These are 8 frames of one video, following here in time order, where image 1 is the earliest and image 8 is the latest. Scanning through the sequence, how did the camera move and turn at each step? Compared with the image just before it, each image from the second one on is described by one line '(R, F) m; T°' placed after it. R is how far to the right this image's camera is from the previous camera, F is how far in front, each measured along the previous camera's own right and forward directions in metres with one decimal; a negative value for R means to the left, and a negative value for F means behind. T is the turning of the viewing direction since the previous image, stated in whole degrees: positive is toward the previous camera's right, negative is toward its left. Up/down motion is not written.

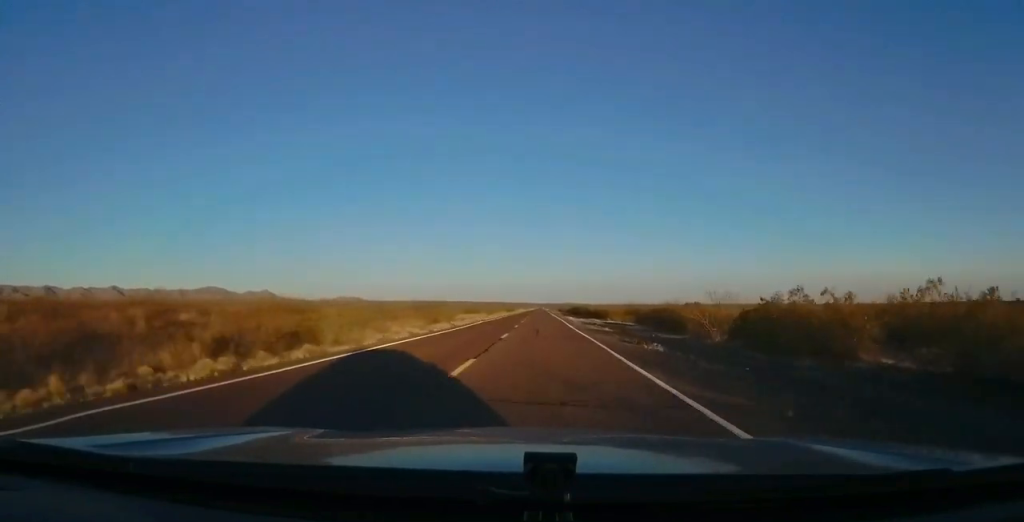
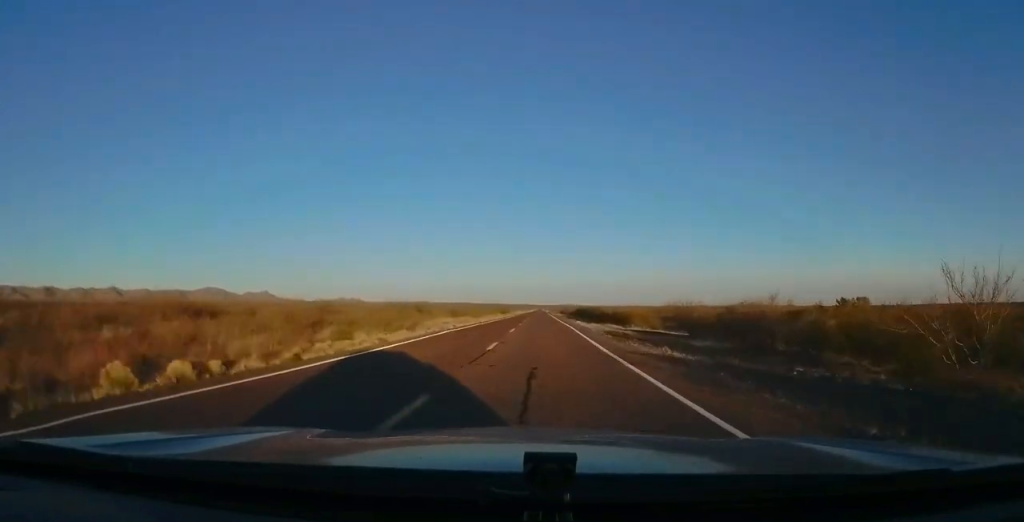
(-0.1, +17.5) m; 0°
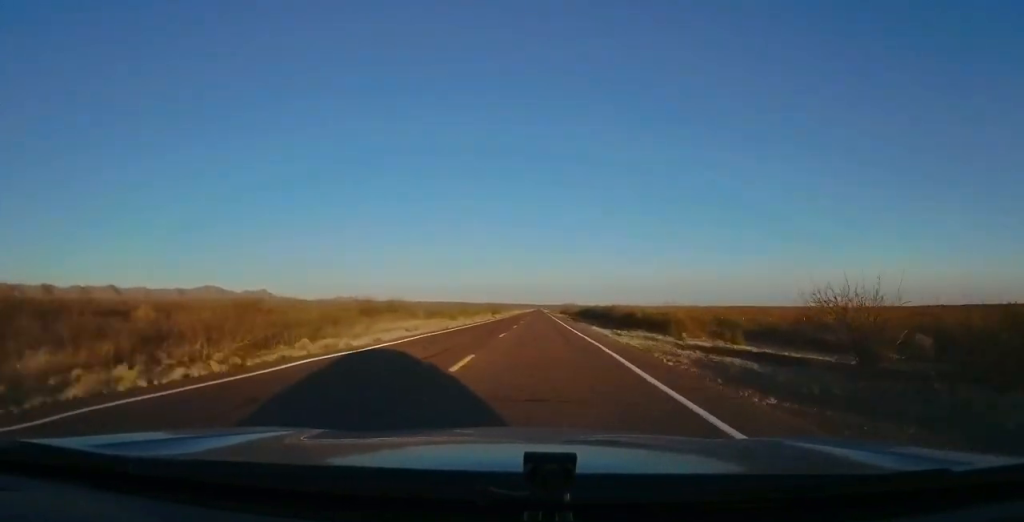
(0.0, +18.5) m; 0°
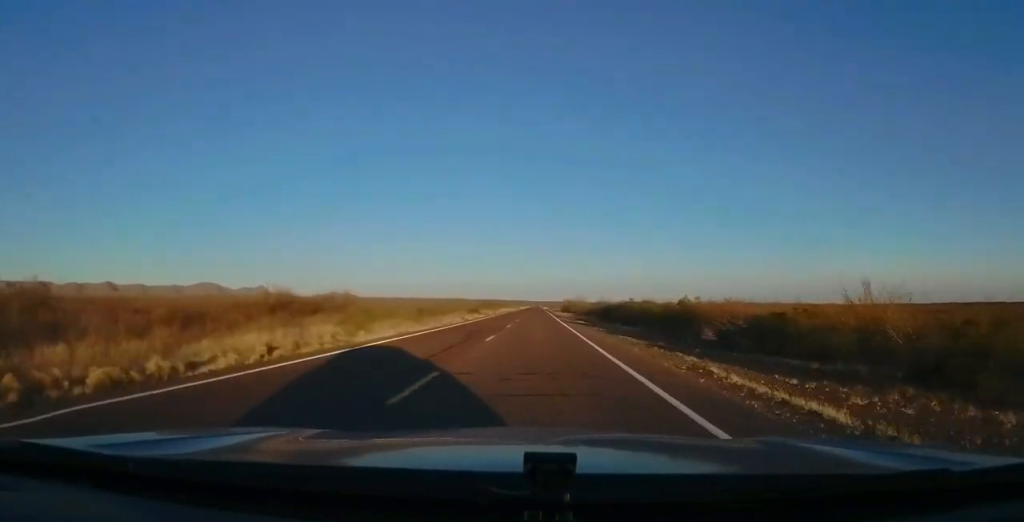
(0.0, +28.2) m; 0°
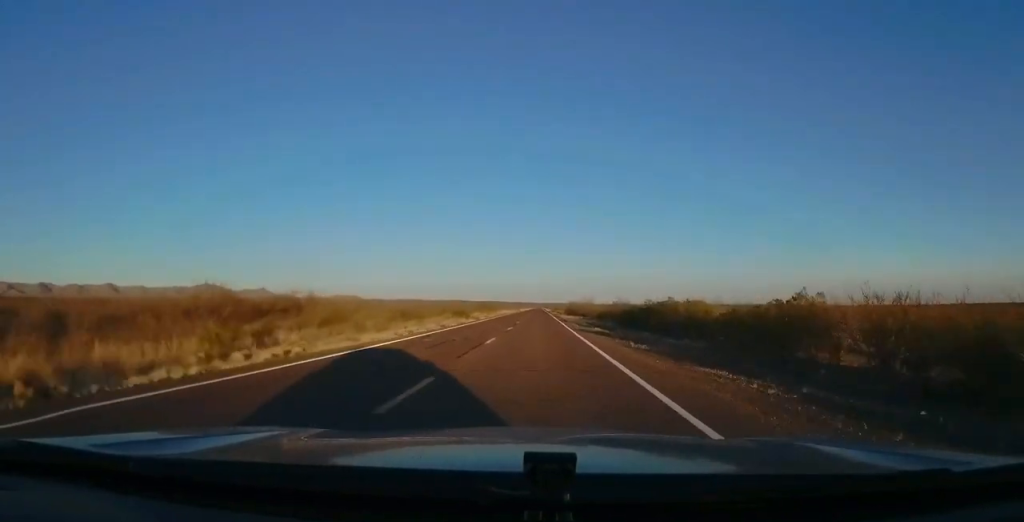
(0.0, +12.7) m; 0°
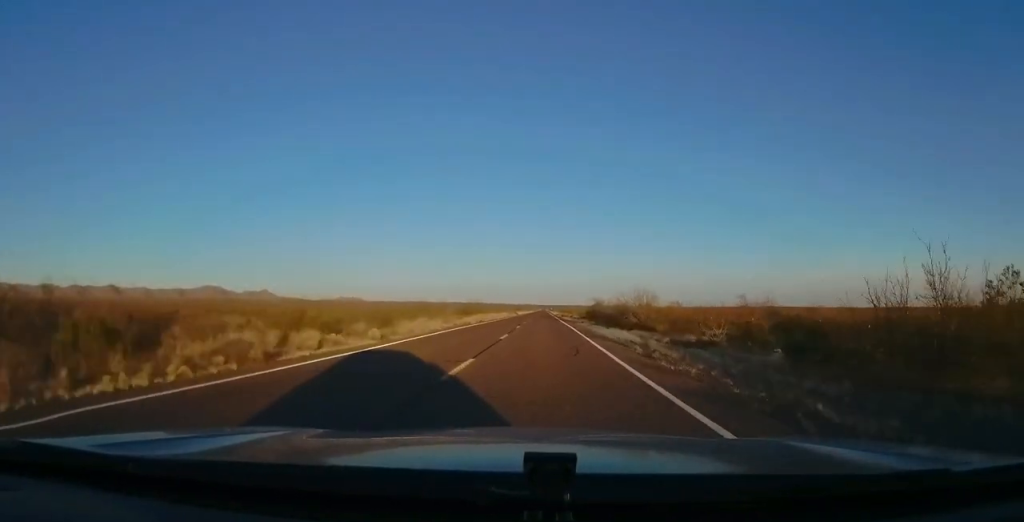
(-0.5, +45.7) m; 0°
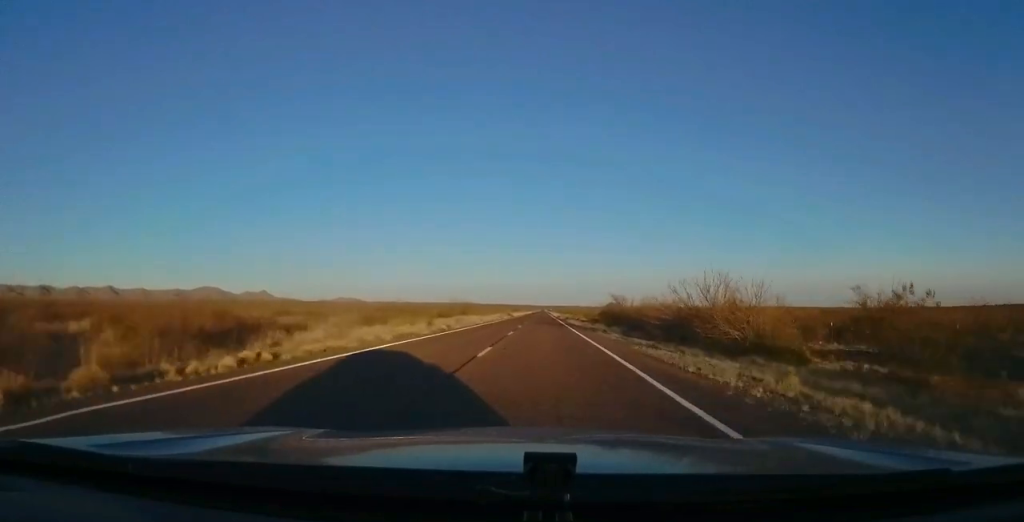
(+0.3, +20.5) m; +1°
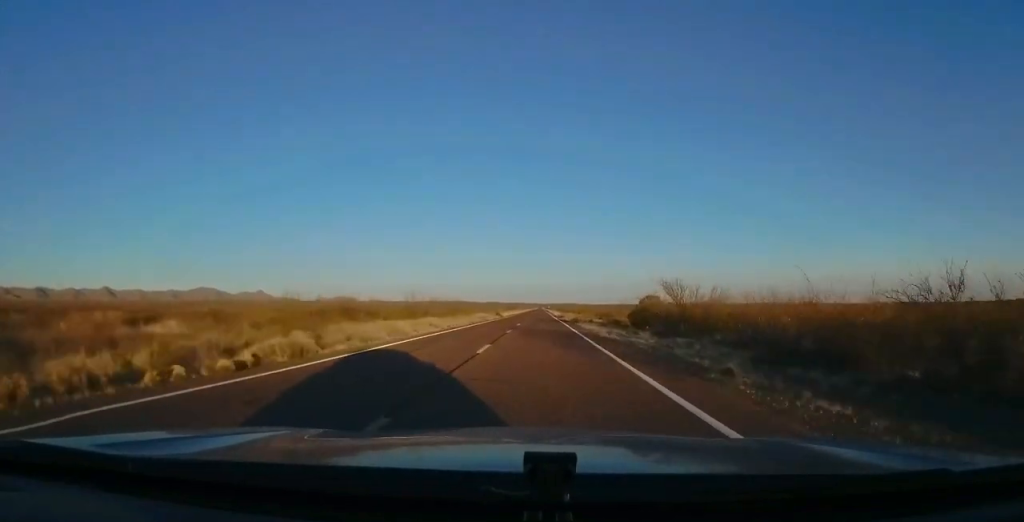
(0.0, +23.6) m; -1°
